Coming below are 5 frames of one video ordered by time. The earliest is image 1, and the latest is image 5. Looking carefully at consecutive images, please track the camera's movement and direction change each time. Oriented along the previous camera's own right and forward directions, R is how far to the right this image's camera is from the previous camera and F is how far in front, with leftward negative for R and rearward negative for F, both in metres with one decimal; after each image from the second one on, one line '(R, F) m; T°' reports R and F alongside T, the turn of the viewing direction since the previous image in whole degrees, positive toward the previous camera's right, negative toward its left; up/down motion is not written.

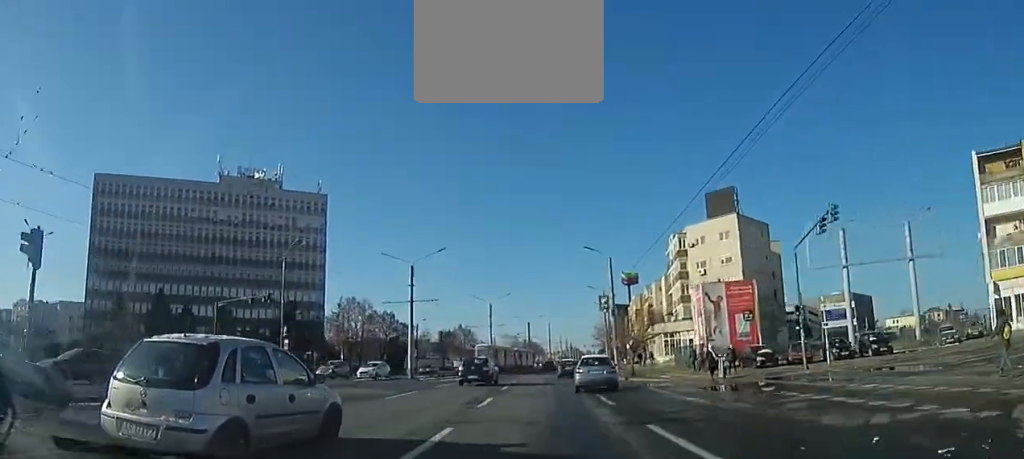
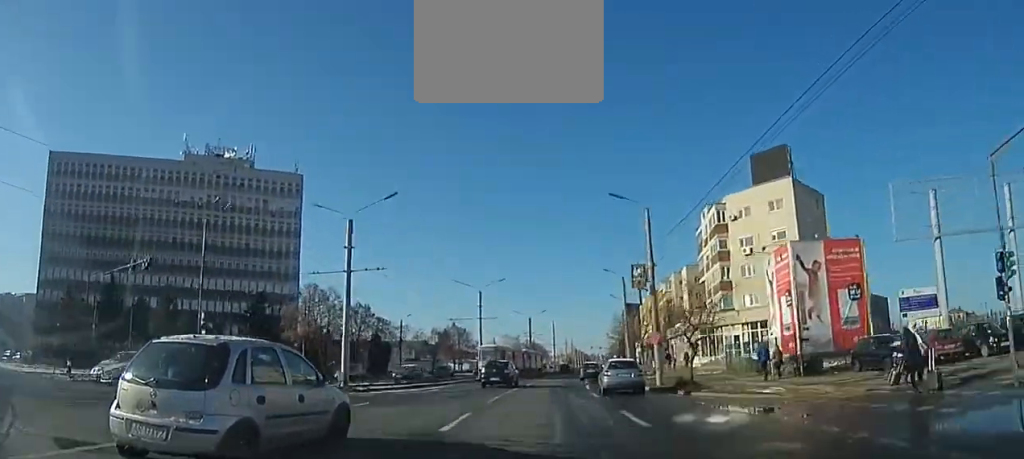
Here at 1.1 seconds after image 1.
(+0.2, +14.4) m; -1°
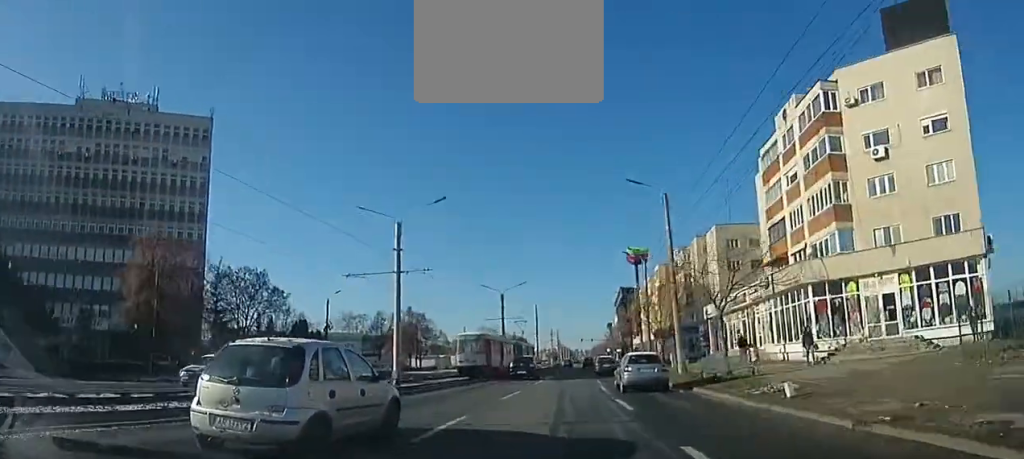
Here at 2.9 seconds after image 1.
(-0.6, +25.0) m; +1°
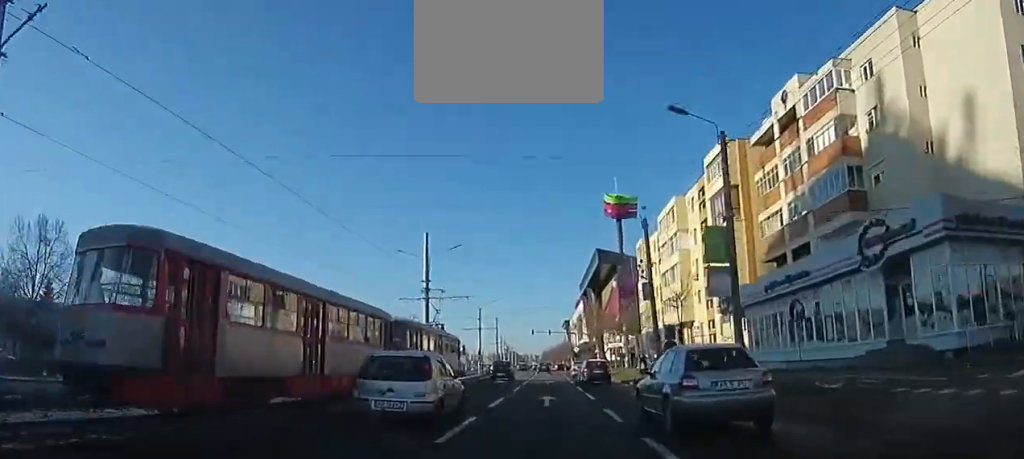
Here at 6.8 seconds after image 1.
(+2.5, +50.4) m; +4°
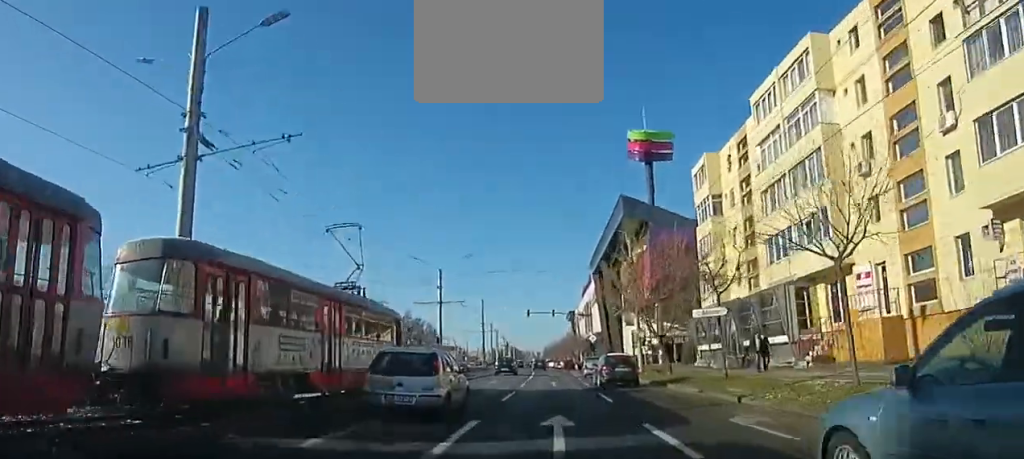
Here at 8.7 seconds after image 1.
(+0.1, +21.1) m; 0°
